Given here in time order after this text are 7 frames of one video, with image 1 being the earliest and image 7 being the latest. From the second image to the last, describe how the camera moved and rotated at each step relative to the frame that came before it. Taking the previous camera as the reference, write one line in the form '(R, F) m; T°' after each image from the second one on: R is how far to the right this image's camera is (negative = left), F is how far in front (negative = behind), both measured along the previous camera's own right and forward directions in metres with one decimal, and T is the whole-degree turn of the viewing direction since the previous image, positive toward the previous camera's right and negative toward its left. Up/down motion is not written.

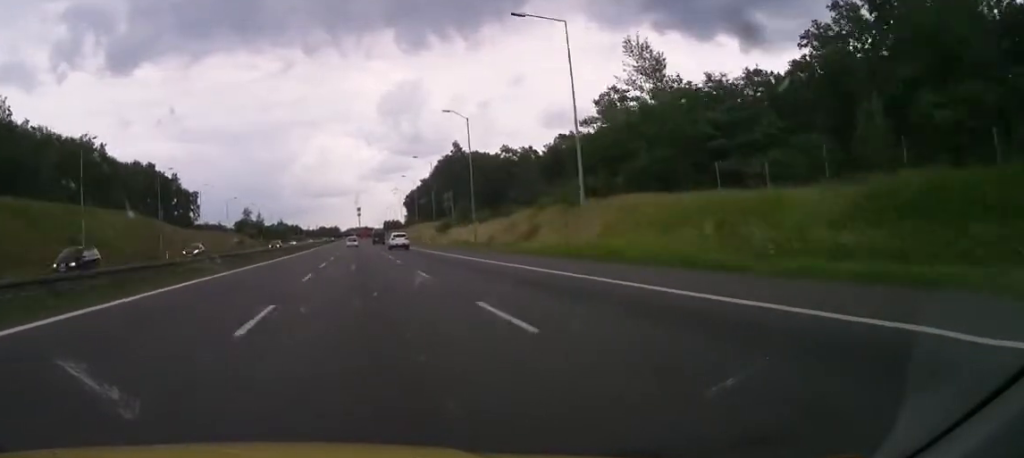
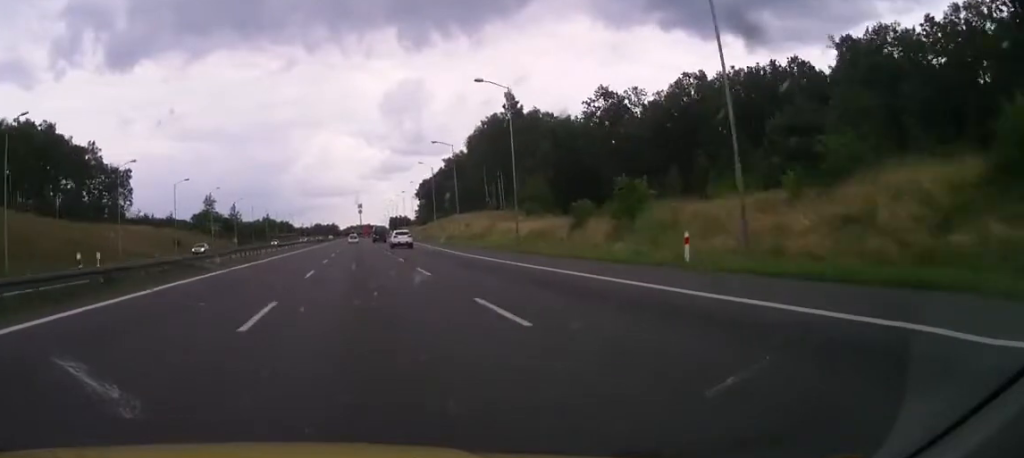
(+0.5, +72.2) m; 0°
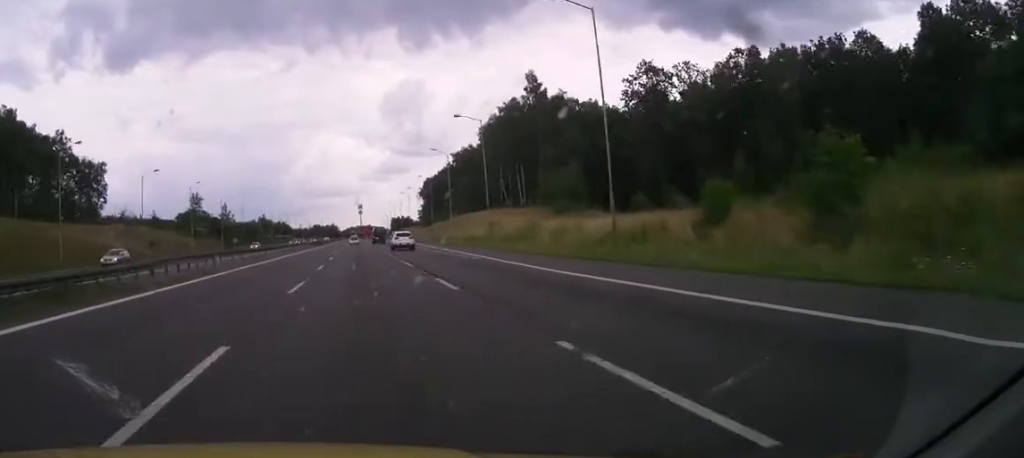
(+0.2, +17.6) m; 0°
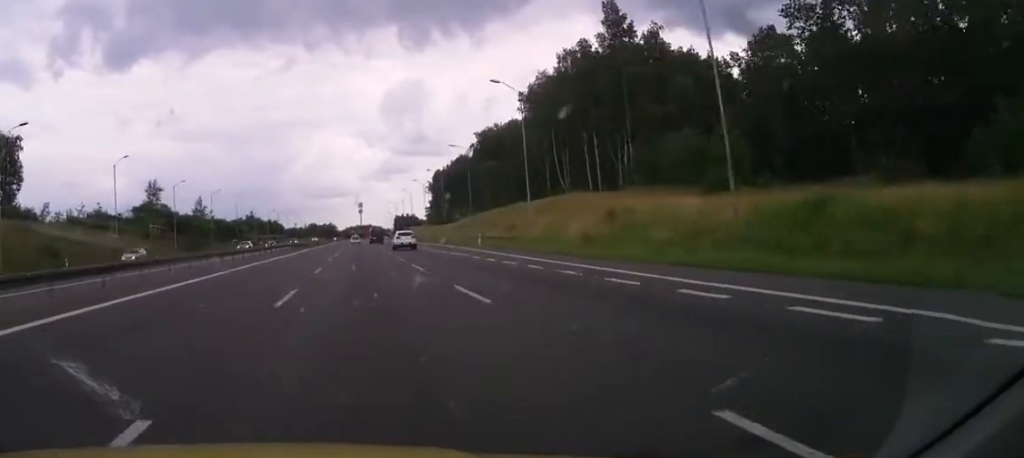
(-0.6, +39.8) m; -1°
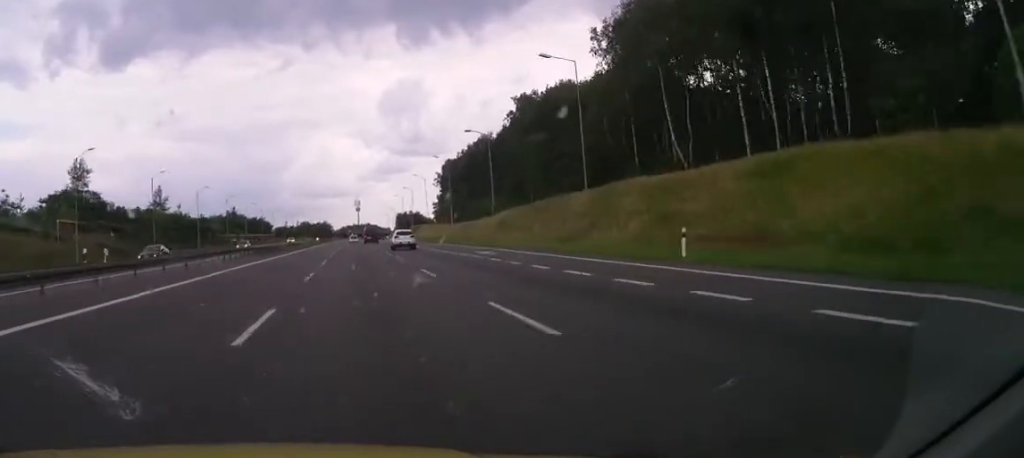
(+0.4, +40.9) m; +1°
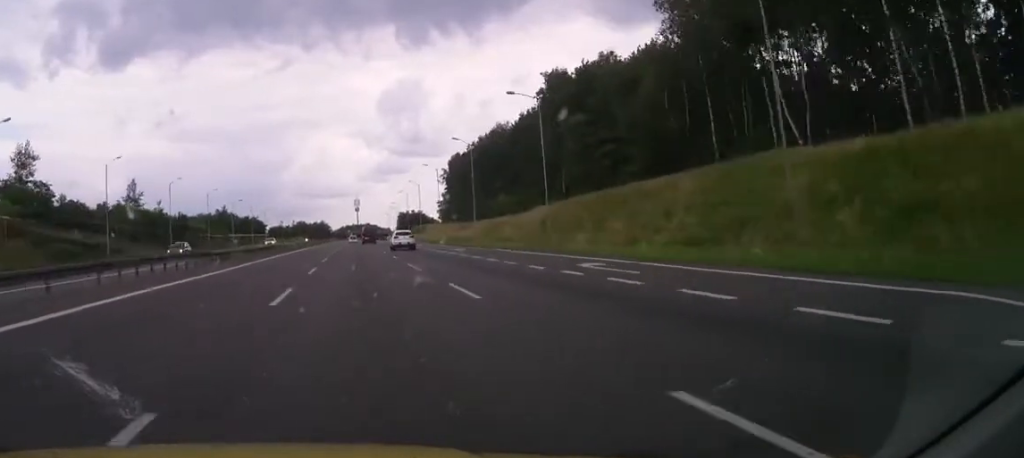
(+0.3, +19.8) m; 0°
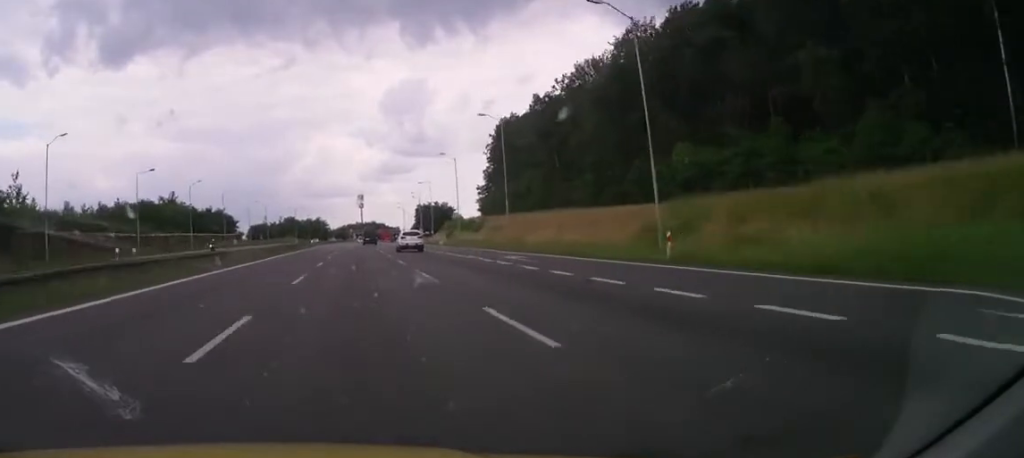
(-0.8, +79.3) m; 0°
